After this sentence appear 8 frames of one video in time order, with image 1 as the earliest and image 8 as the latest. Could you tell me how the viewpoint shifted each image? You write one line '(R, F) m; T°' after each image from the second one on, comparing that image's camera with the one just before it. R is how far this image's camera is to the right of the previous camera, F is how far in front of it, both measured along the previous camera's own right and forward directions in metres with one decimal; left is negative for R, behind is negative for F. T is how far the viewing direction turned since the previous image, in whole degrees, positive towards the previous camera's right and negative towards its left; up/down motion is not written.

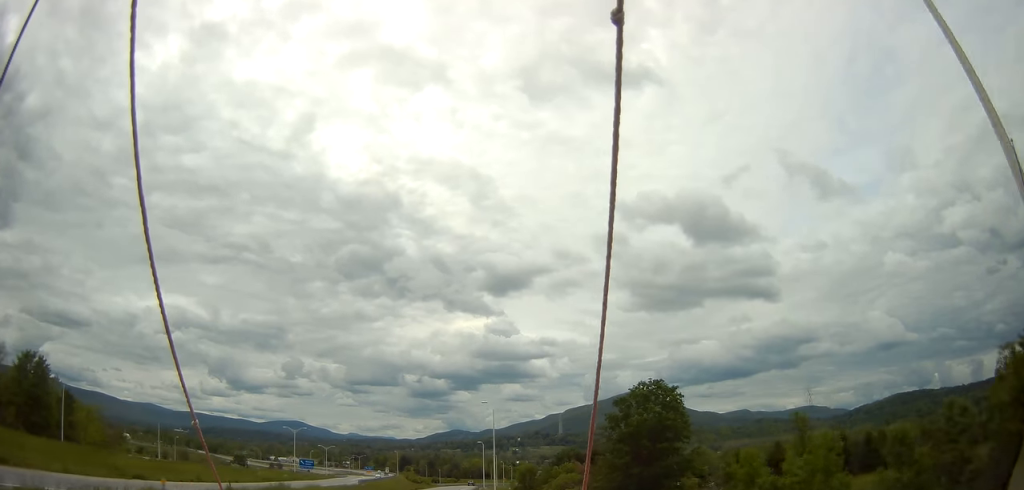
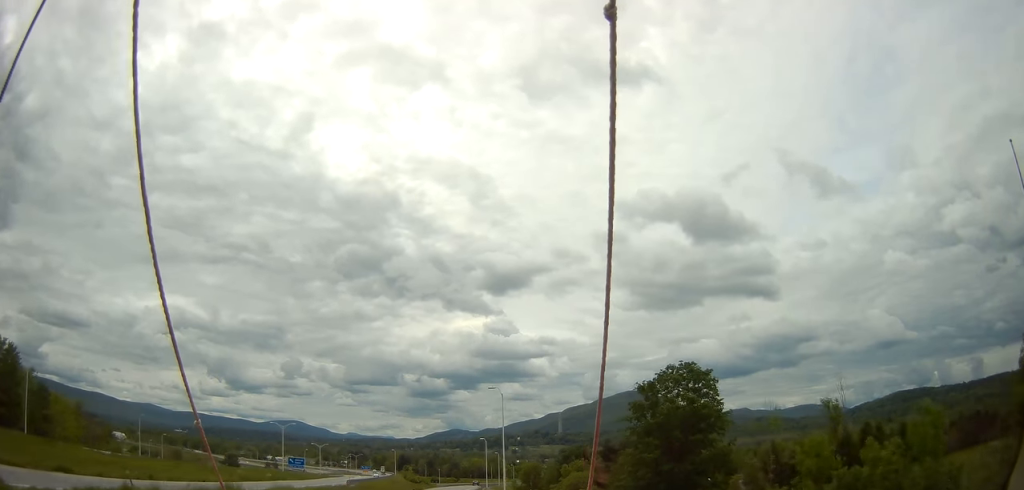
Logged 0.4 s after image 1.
(0.0, +10.0) m; 0°
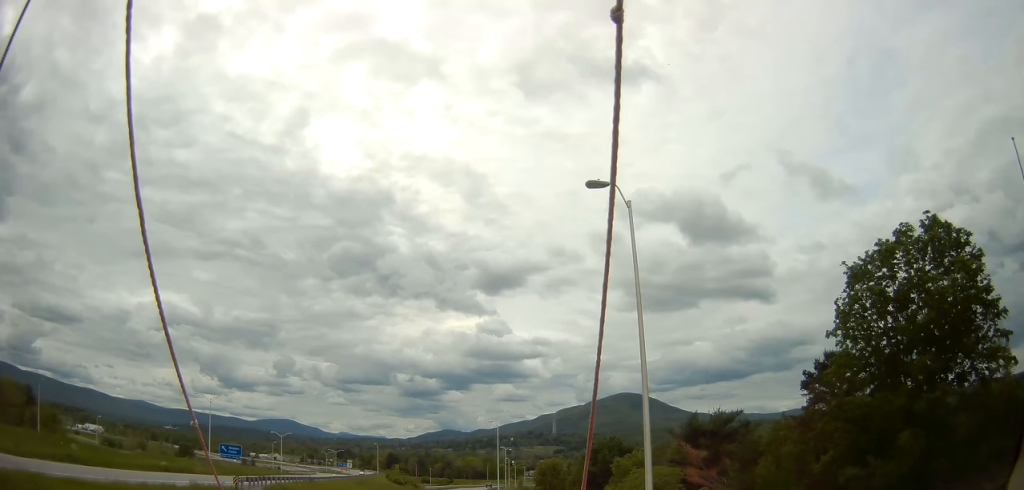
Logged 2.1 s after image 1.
(+0.5, +38.6) m; +1°
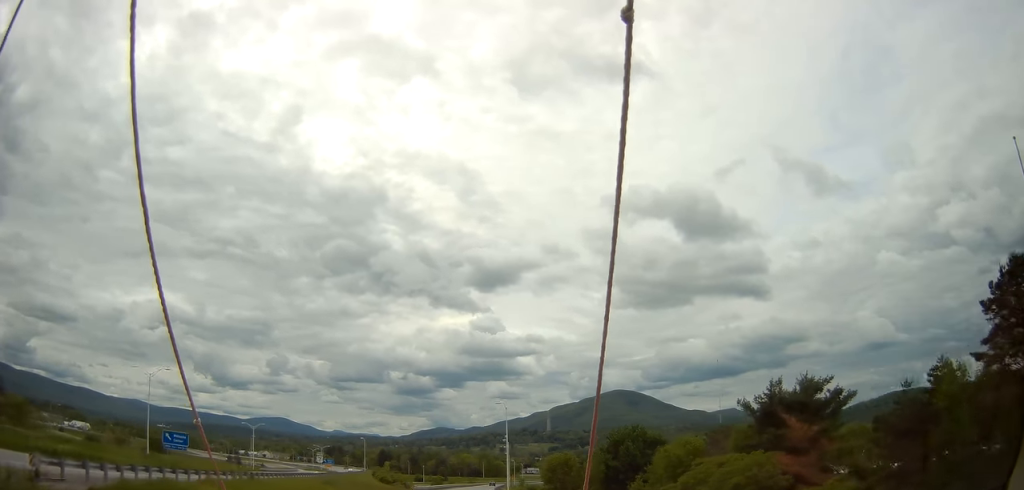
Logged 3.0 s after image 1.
(-0.2, +18.6) m; 0°
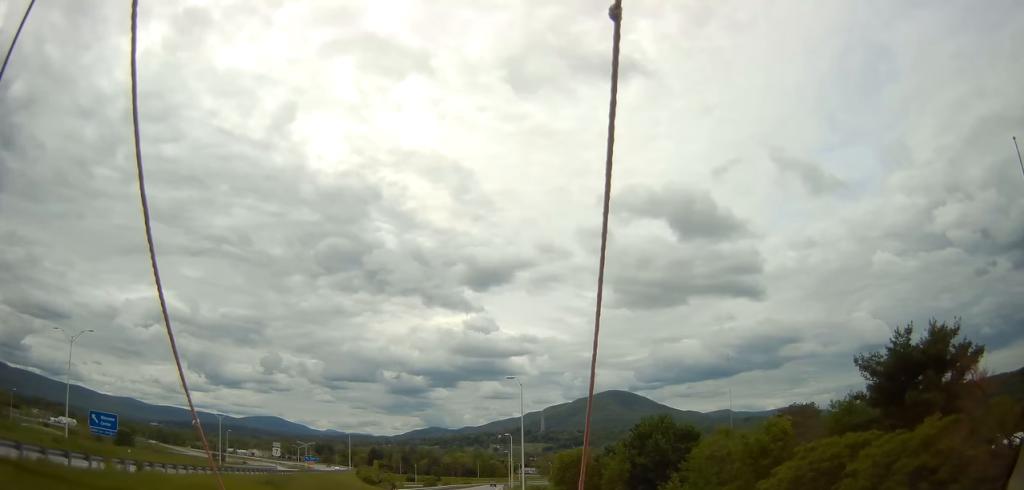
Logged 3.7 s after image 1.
(+0.1, +17.1) m; +1°
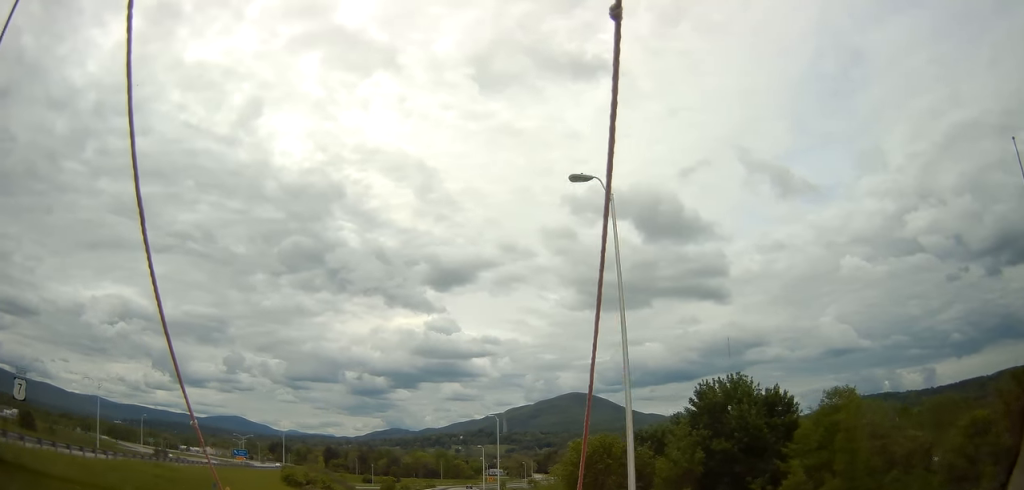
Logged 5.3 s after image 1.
(+0.8, +35.1) m; +3°
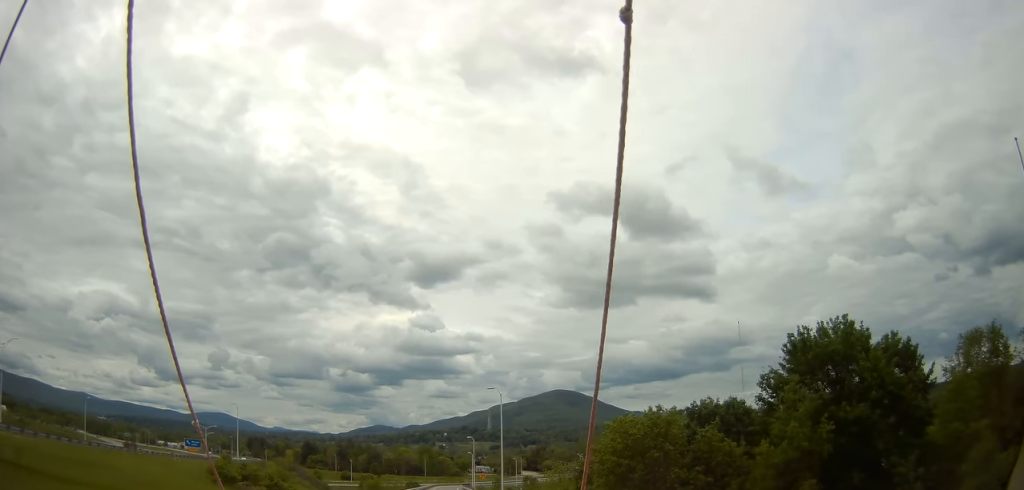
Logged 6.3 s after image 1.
(+0.4, +20.9) m; +1°
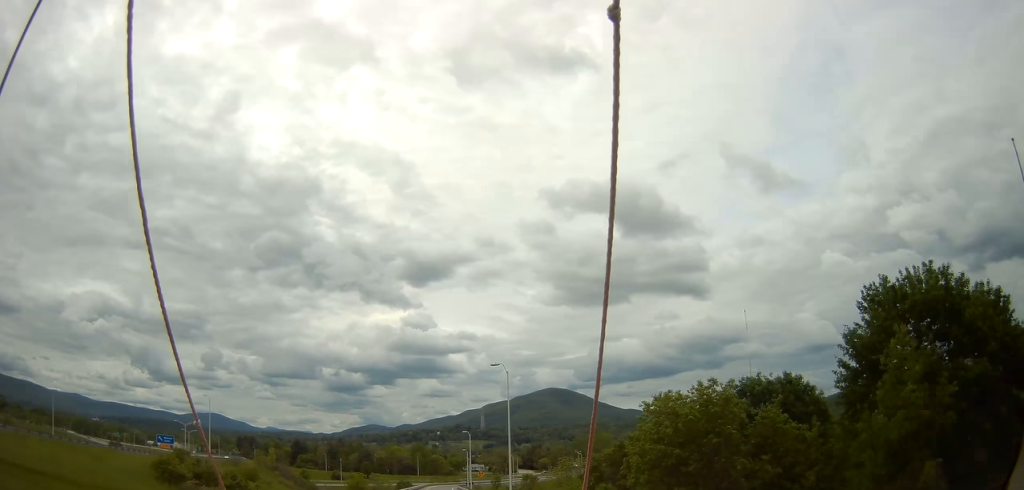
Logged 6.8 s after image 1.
(+0.1, +10.9) m; 0°
